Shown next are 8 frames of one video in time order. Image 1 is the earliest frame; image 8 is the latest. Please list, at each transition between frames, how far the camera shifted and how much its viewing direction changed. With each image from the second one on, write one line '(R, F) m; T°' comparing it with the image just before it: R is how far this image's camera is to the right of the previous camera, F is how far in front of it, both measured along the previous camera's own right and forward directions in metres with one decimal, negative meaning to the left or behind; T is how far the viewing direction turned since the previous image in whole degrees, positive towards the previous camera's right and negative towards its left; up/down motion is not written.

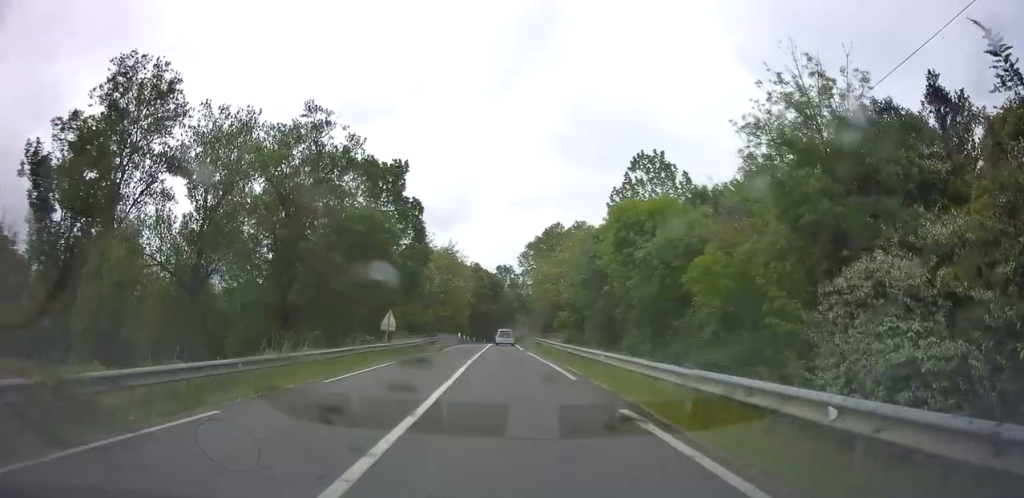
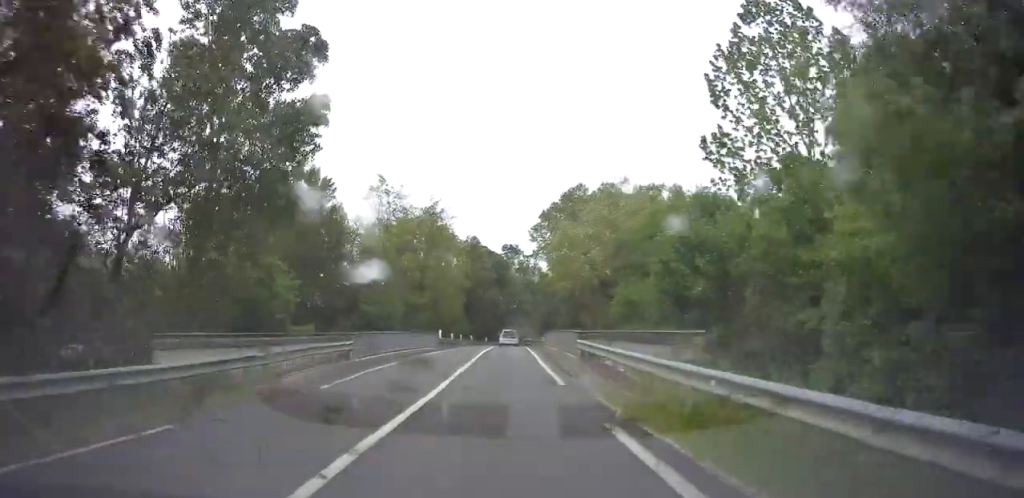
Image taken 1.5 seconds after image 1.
(-0.4, +26.9) m; -1°
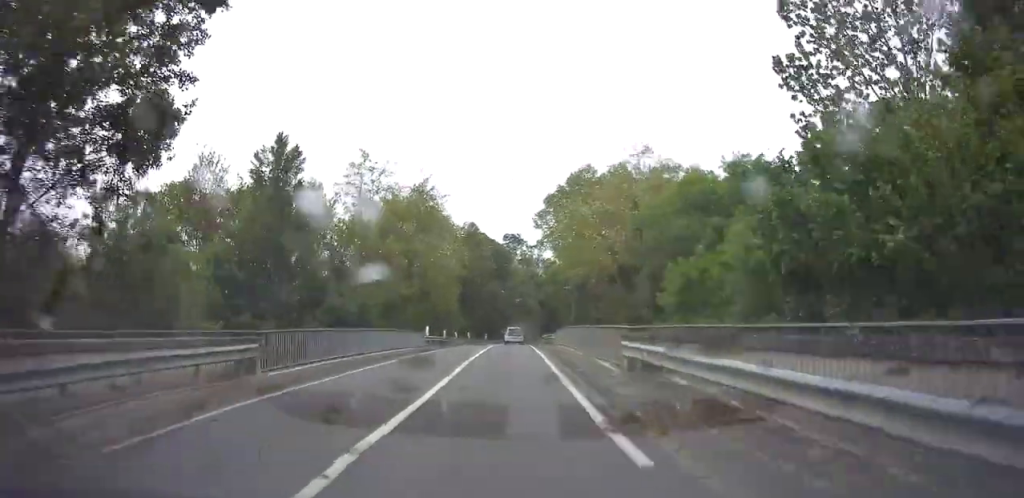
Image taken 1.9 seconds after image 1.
(0.0, +8.8) m; 0°
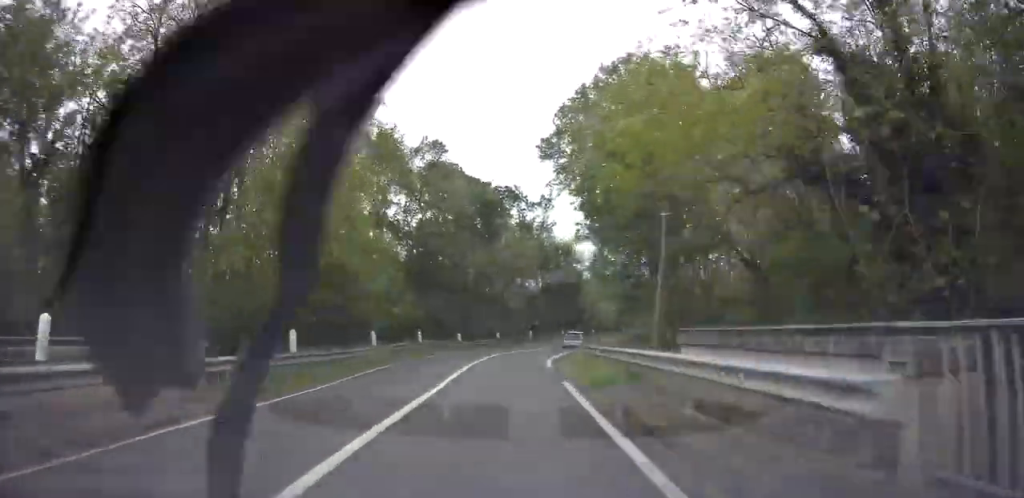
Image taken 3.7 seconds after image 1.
(-0.4, +33.9) m; -1°
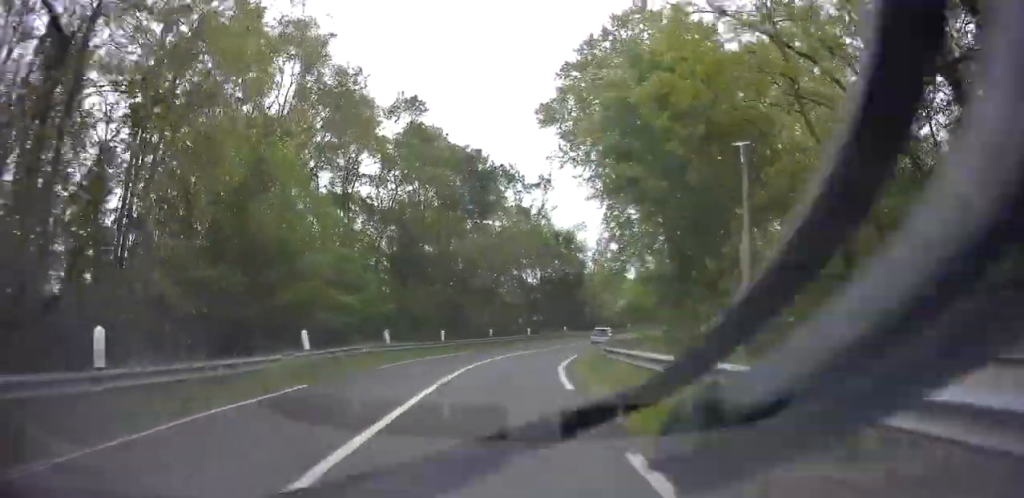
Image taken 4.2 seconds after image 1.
(-0.2, +8.8) m; 0°
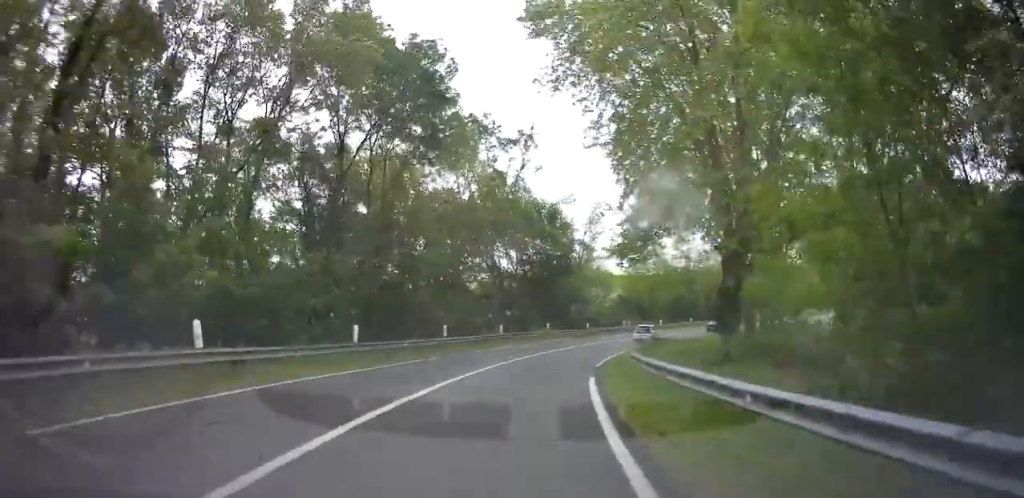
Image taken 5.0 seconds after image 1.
(+0.3, +15.7) m; +5°
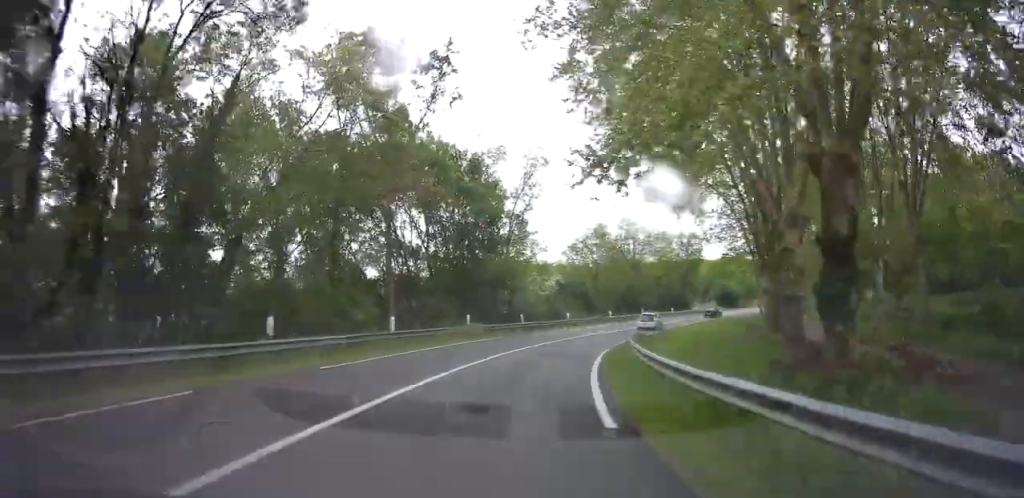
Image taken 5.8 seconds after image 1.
(+0.9, +14.9) m; +6°
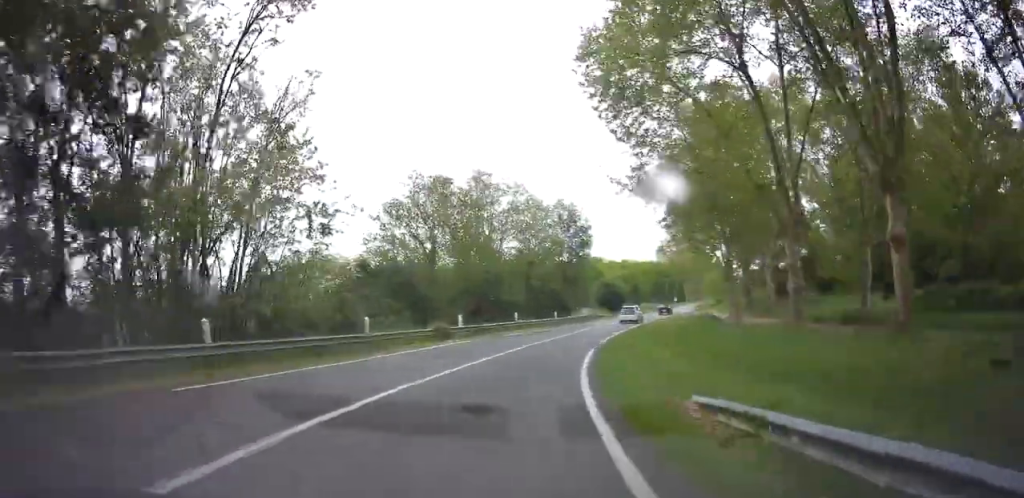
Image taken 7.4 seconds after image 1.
(+3.4, +30.2) m; +14°
